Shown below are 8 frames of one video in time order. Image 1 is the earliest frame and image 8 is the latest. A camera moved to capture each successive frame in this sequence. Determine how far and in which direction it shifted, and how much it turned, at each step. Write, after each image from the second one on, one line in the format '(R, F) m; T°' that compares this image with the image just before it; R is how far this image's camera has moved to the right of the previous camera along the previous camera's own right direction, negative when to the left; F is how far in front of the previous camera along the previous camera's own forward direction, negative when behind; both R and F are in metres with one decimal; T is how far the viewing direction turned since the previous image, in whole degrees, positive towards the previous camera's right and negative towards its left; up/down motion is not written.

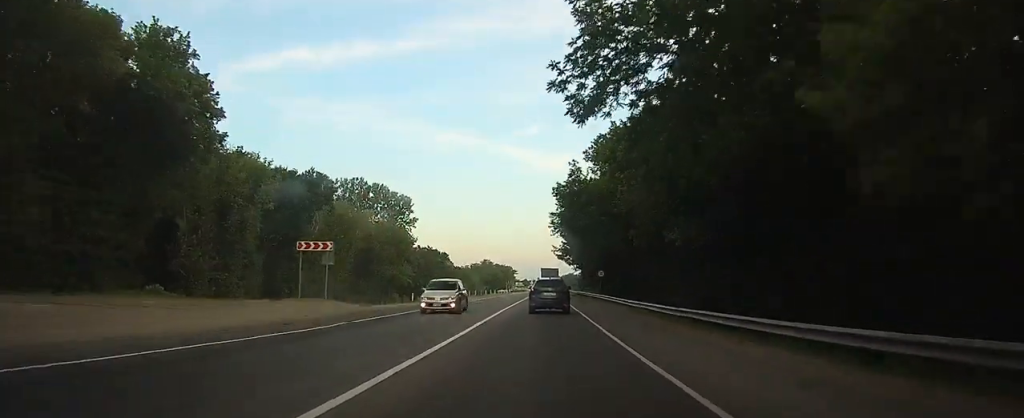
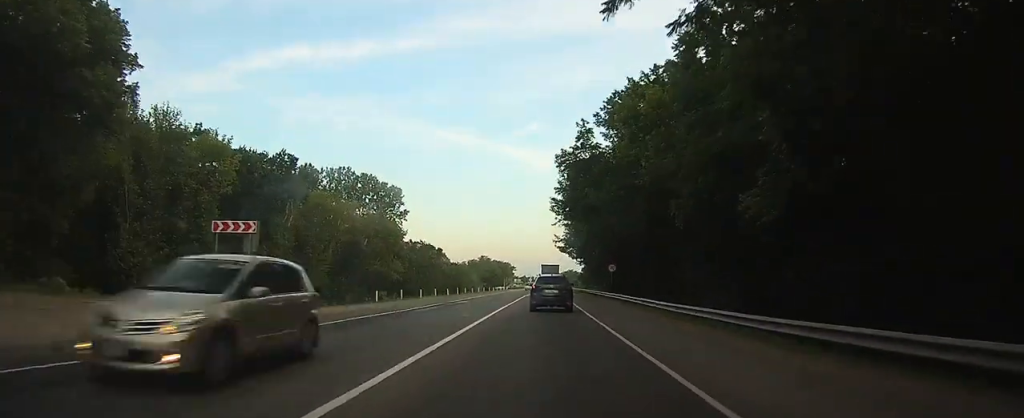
(0.0, +9.8) m; 0°
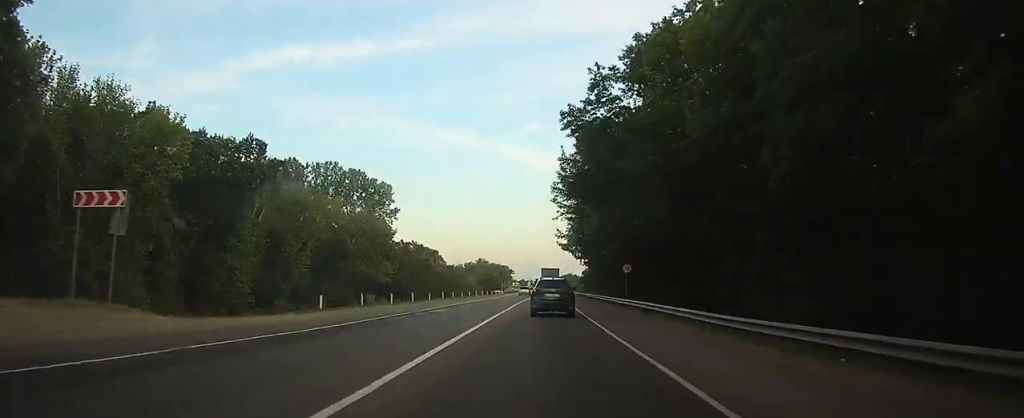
(0.0, +9.1) m; 0°
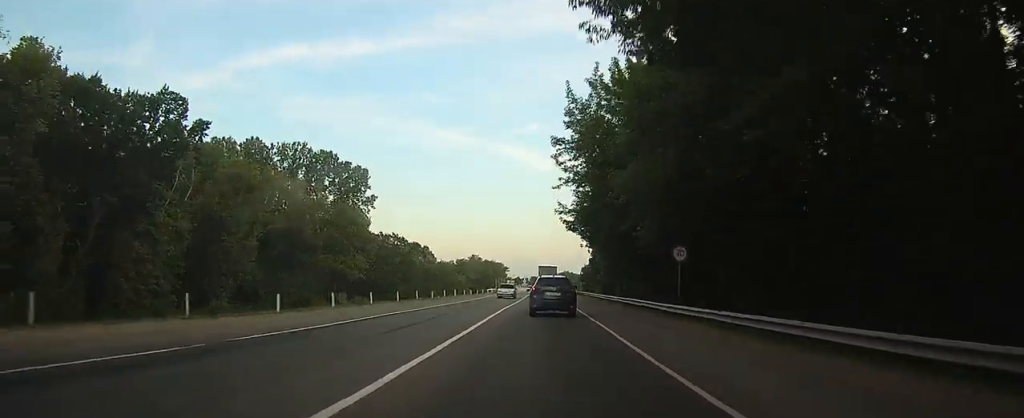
(+0.1, +16.8) m; 0°
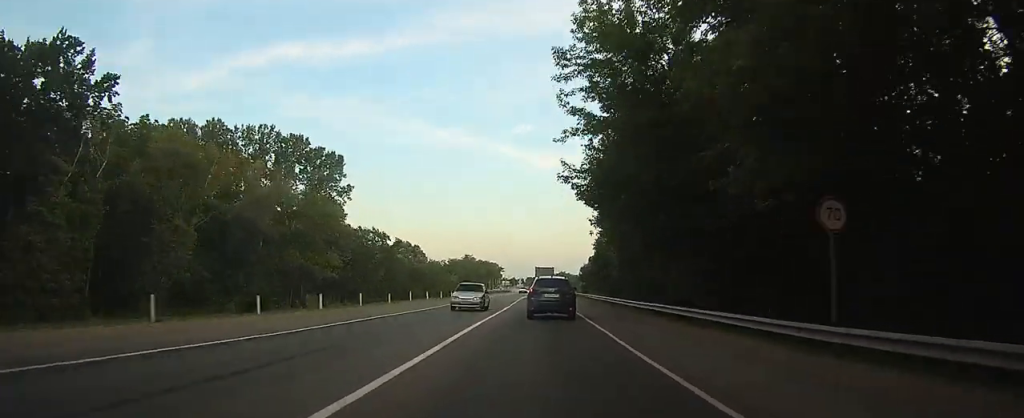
(0.0, +13.9) m; 0°
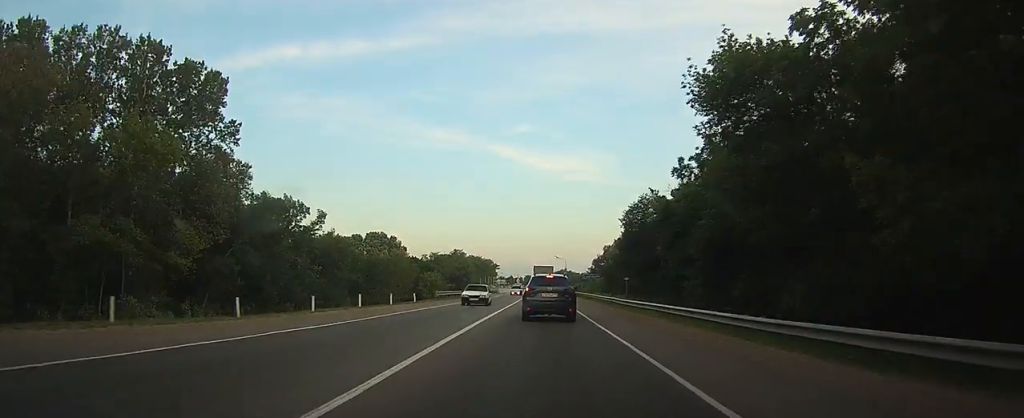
(0.0, +45.2) m; 0°
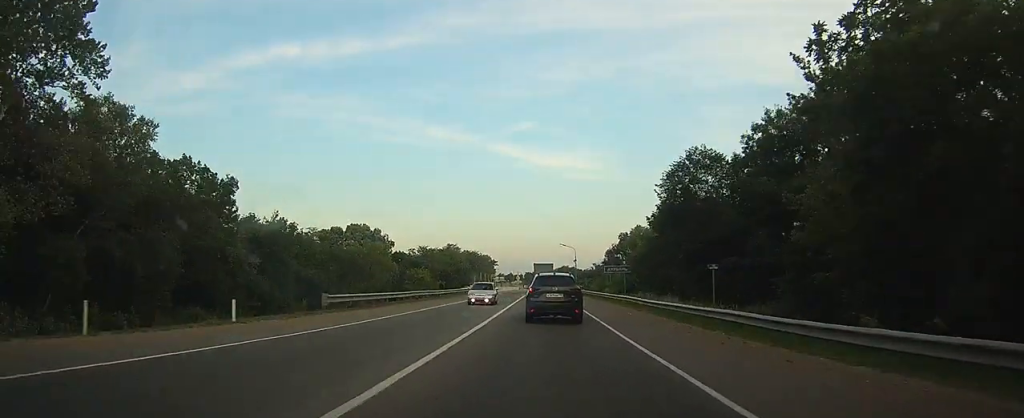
(+0.1, +25.7) m; 0°
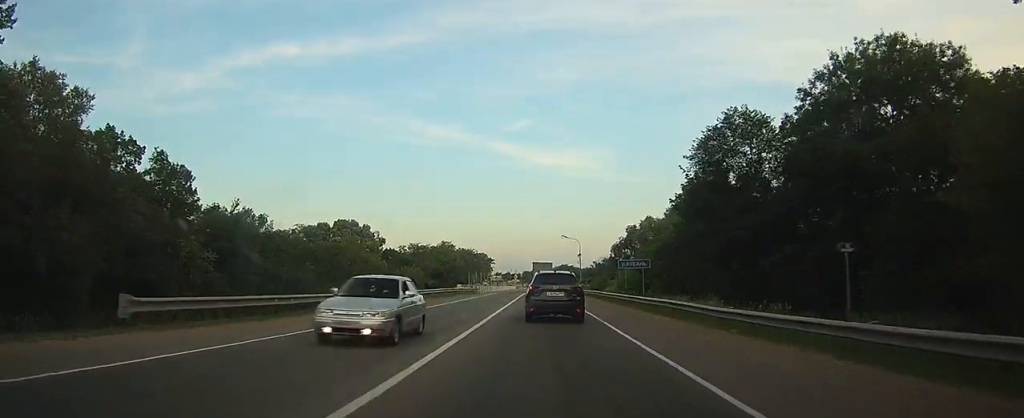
(0.0, +11.8) m; 0°
